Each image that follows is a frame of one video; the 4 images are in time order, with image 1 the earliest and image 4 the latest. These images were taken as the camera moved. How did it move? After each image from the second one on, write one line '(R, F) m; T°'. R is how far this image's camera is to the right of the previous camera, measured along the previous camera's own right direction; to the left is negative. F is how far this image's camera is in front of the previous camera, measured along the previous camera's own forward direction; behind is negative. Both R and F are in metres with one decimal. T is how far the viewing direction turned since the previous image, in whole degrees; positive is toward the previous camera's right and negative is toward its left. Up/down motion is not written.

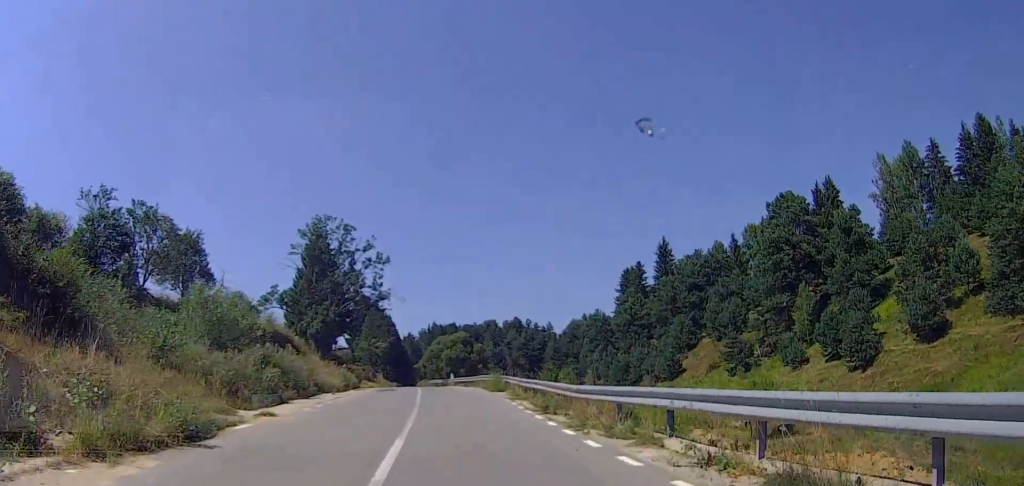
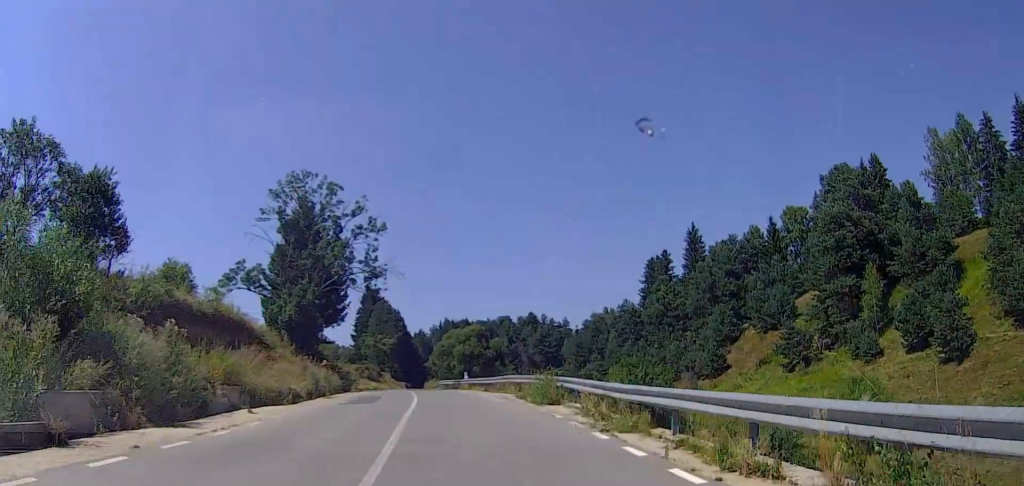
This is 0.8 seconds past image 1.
(+0.8, +14.5) m; 0°
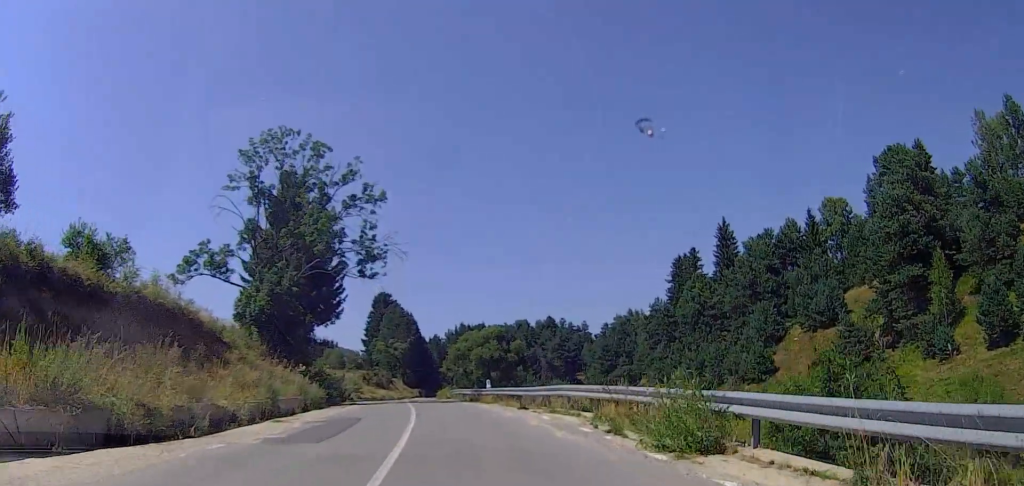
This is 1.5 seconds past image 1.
(-0.5, +11.2) m; -2°
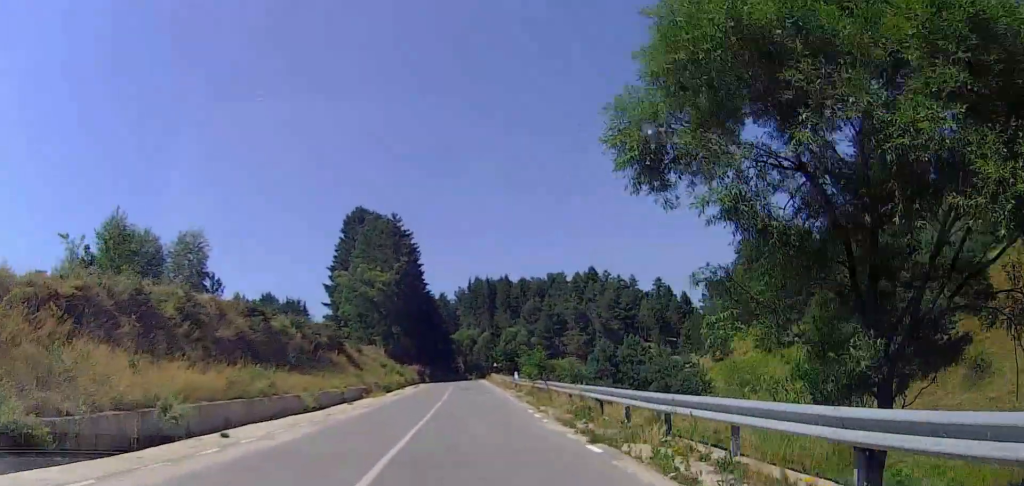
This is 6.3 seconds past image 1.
(-5.6, +87.9) m; -3°
